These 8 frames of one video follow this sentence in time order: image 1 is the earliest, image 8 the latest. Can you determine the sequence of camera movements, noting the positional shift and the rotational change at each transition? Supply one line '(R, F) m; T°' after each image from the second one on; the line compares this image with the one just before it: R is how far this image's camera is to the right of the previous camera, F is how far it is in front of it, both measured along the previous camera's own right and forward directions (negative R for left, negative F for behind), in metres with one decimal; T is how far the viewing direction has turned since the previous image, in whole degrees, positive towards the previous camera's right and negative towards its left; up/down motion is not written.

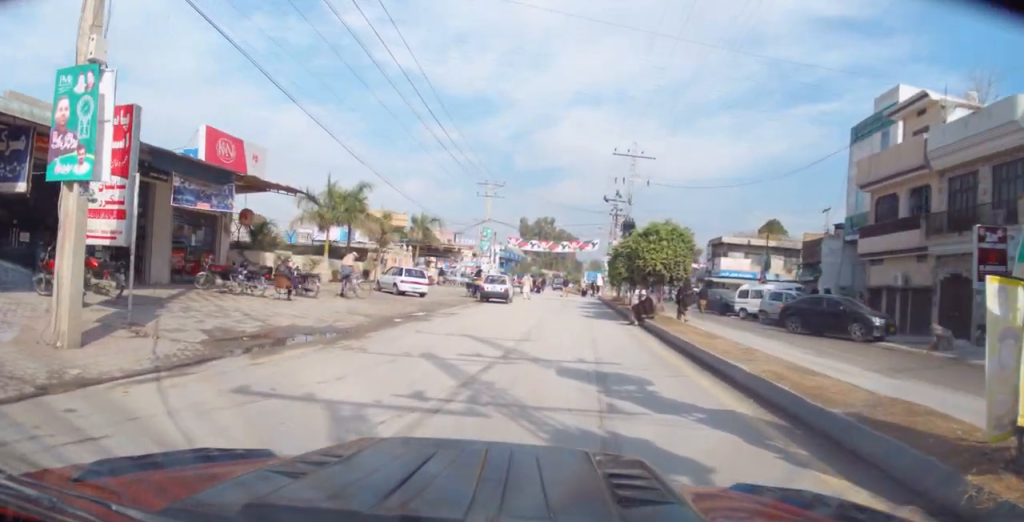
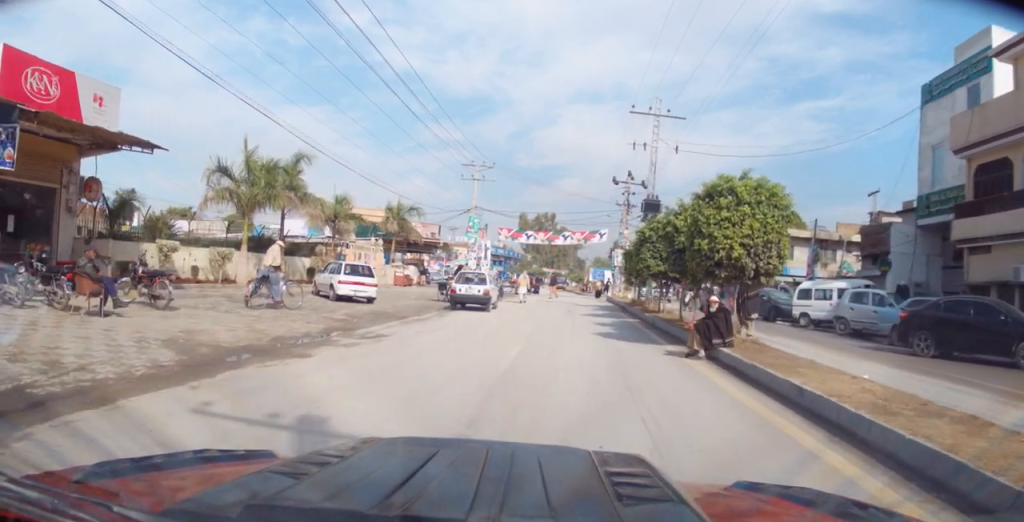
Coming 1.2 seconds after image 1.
(-1.2, +8.4) m; -10°
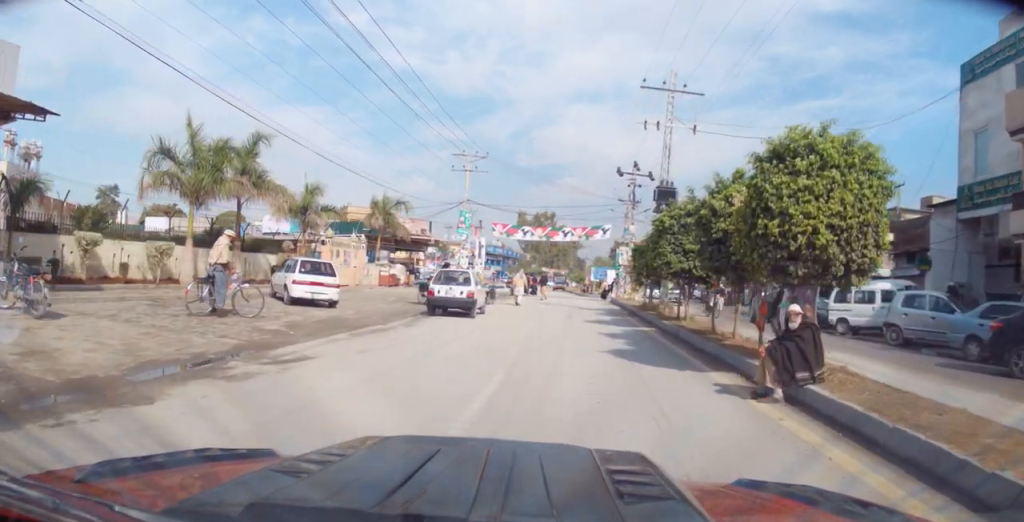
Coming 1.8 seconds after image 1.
(0.0, +3.5) m; 0°
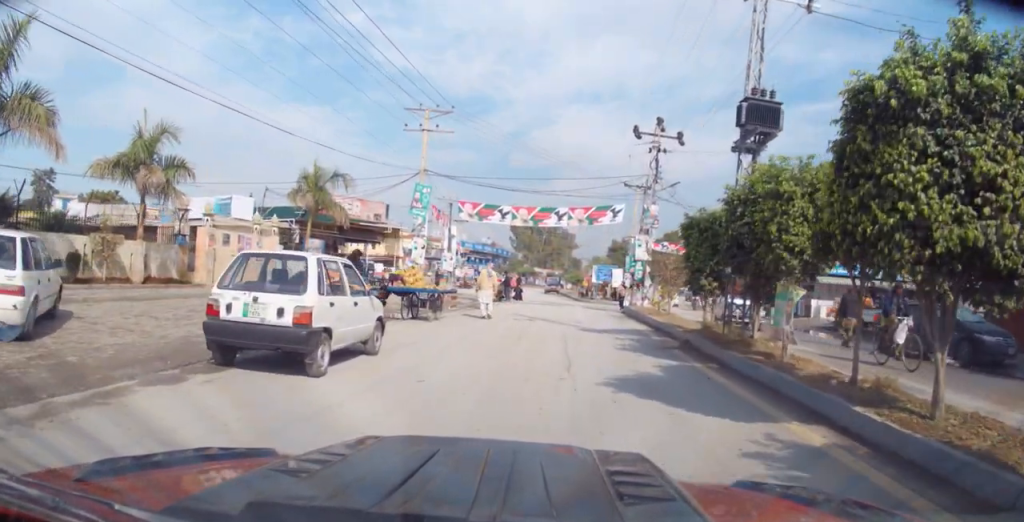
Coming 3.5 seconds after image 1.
(+0.4, +11.0) m; +3°
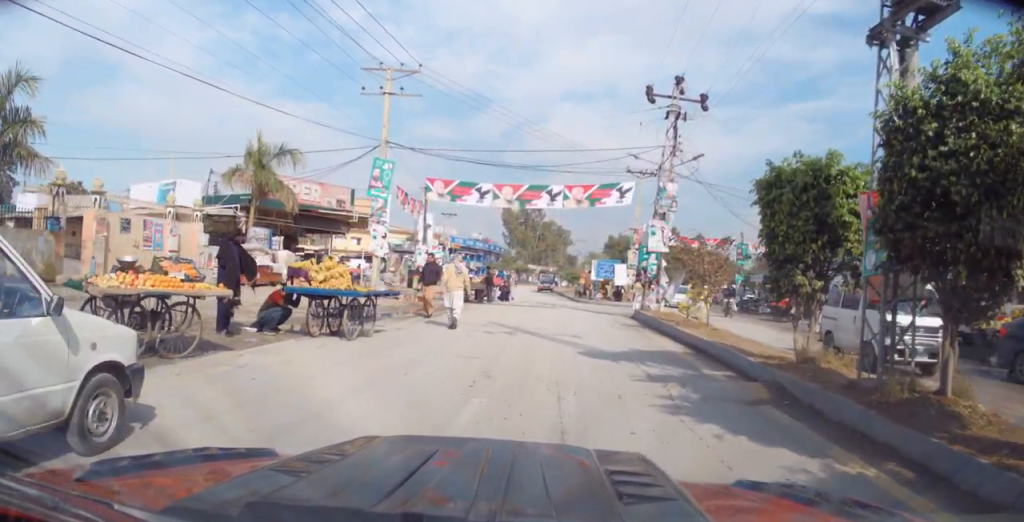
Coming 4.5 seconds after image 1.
(0.0, +5.2) m; -1°
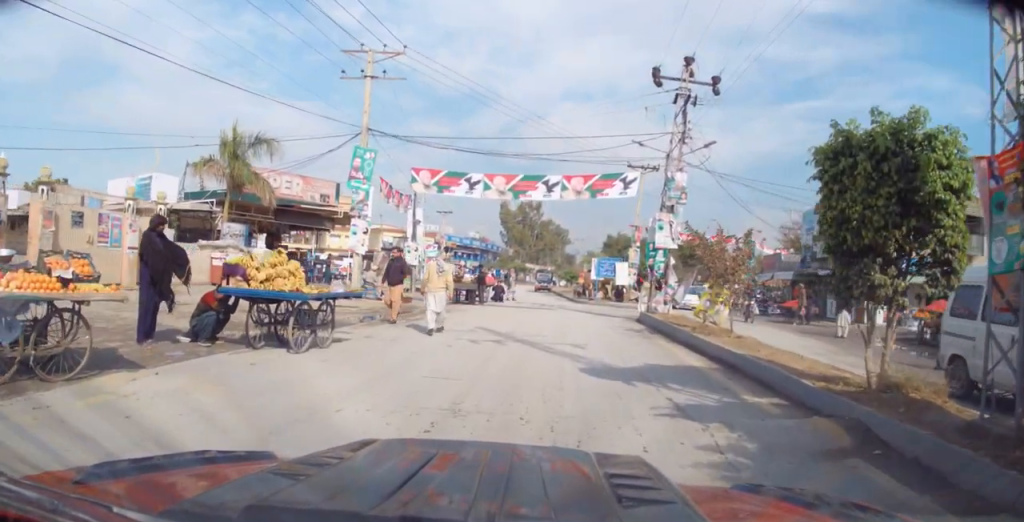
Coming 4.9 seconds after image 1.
(0.0, +1.8) m; 0°
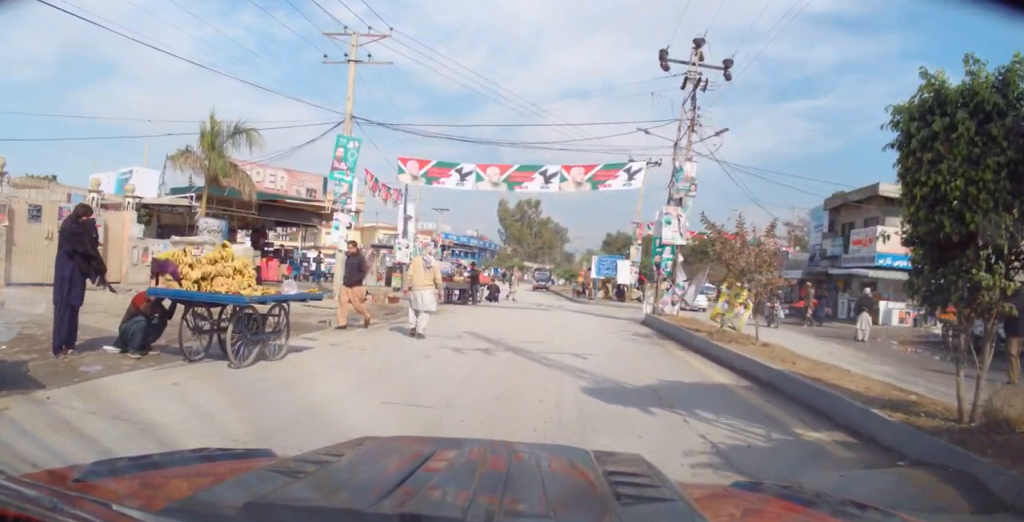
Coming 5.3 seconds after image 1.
(0.0, +1.8) m; 0°
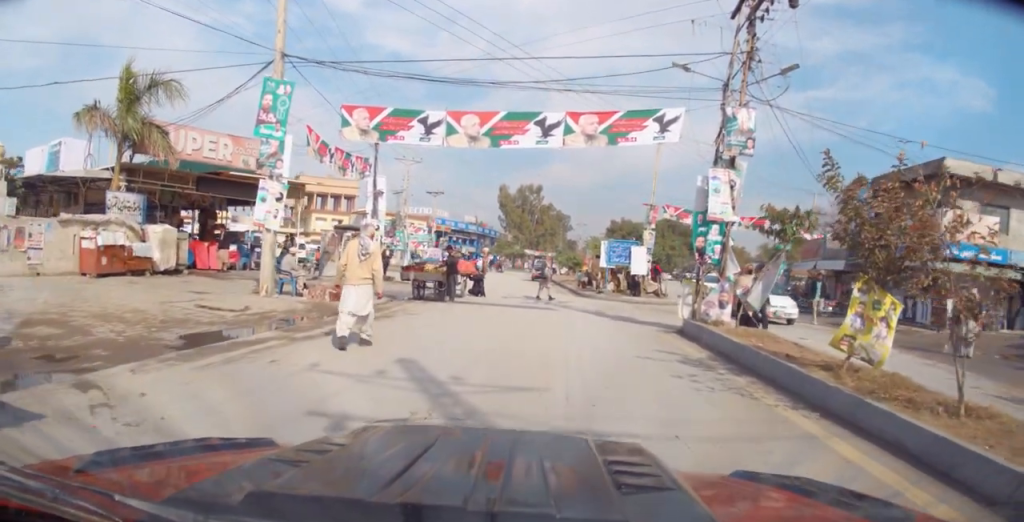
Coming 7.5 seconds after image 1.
(+0.2, +7.4) m; +4°
